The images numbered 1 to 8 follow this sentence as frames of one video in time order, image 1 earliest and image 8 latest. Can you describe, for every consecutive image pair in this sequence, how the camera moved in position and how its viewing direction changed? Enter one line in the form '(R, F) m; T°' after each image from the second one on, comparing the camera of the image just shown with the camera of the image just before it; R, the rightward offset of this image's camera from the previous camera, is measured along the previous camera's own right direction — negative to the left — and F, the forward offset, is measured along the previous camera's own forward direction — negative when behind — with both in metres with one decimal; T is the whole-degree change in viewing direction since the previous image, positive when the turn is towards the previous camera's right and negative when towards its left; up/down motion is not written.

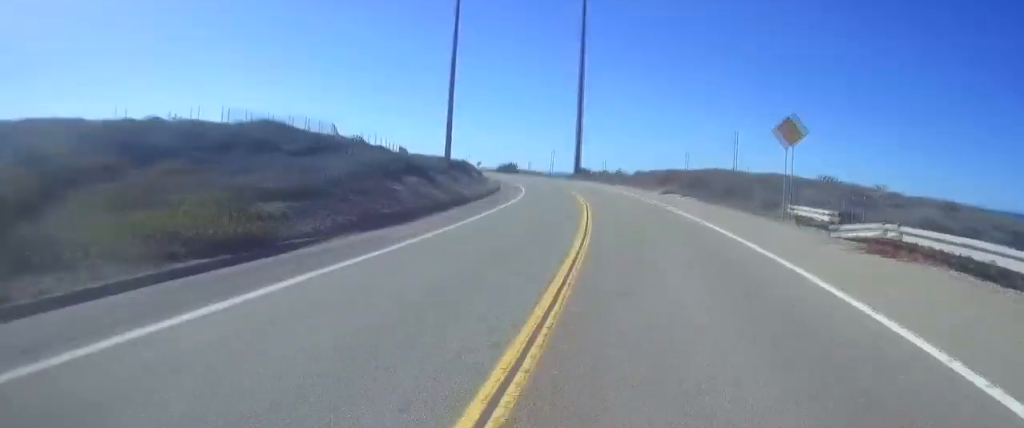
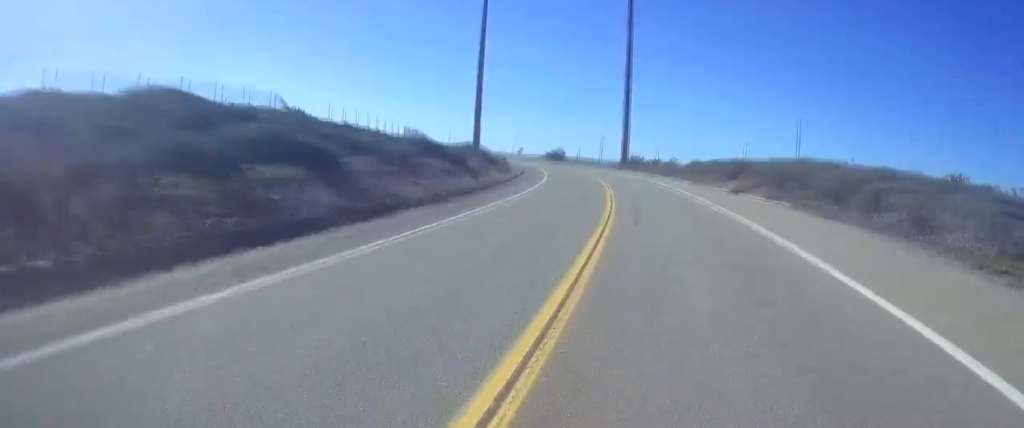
(-1.0, +15.8) m; -6°
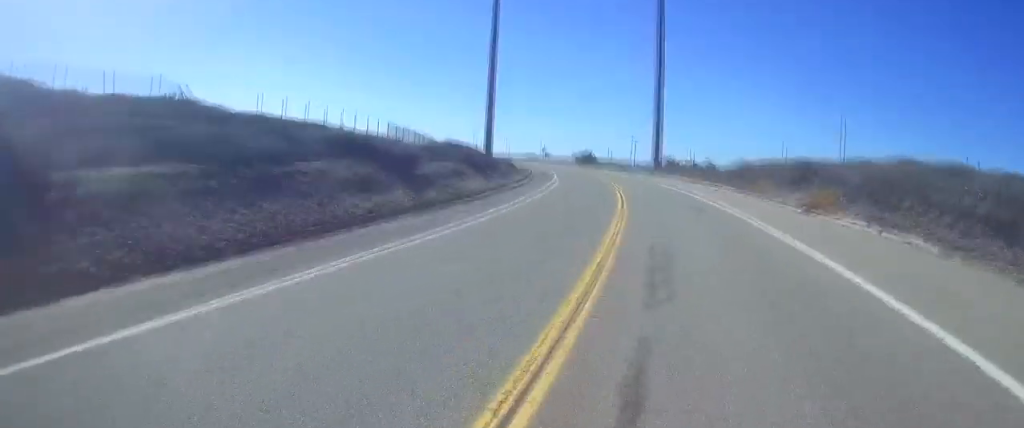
(-0.6, +12.6) m; -2°
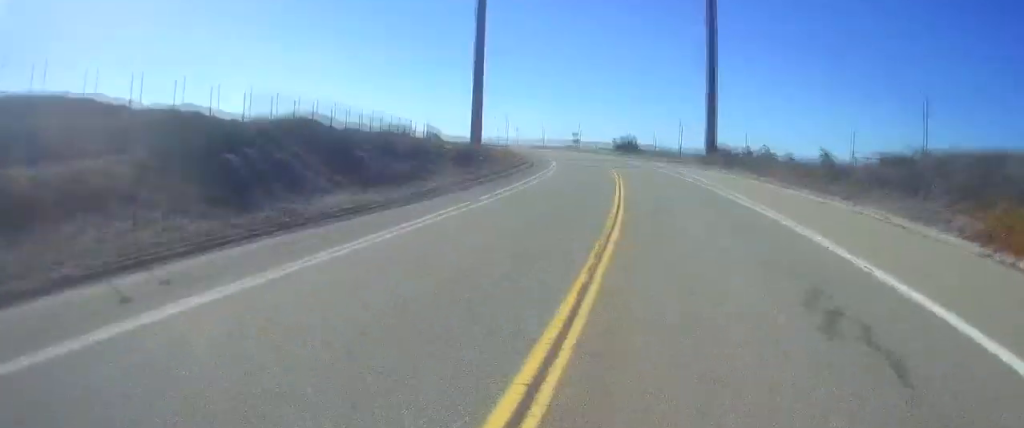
(-0.8, +26.7) m; -2°
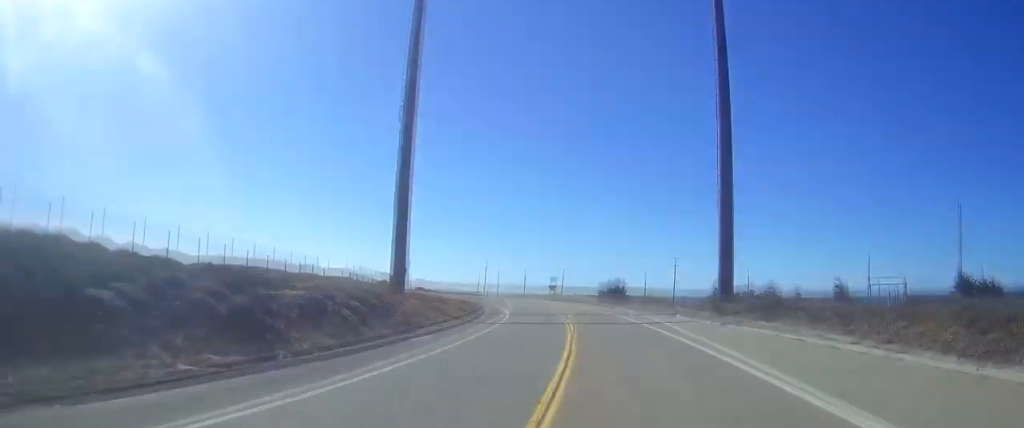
(0.0, +18.9) m; -1°
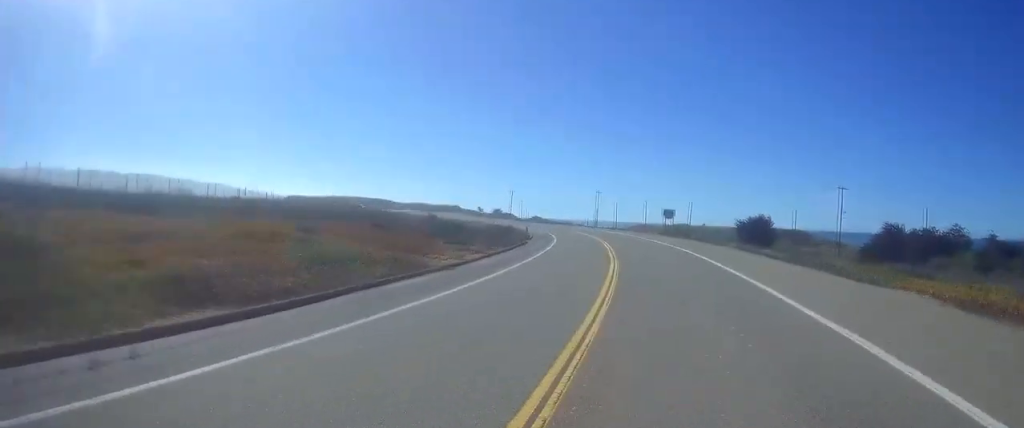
(-3.5, +45.0) m; -10°
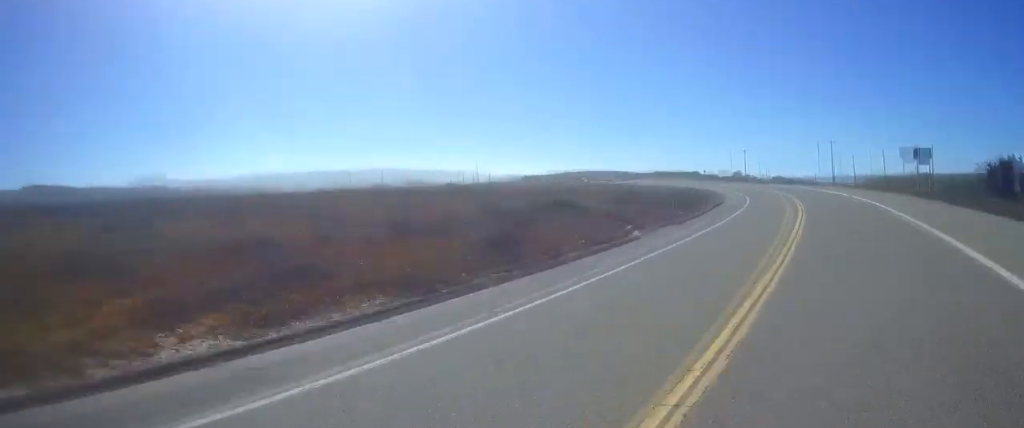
(-1.0, +31.2) m; -4°
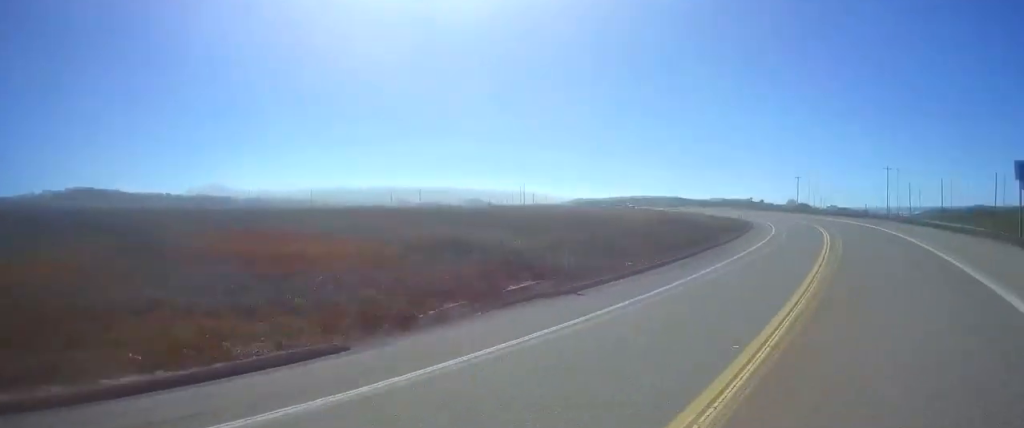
(-0.1, +16.1) m; -3°
